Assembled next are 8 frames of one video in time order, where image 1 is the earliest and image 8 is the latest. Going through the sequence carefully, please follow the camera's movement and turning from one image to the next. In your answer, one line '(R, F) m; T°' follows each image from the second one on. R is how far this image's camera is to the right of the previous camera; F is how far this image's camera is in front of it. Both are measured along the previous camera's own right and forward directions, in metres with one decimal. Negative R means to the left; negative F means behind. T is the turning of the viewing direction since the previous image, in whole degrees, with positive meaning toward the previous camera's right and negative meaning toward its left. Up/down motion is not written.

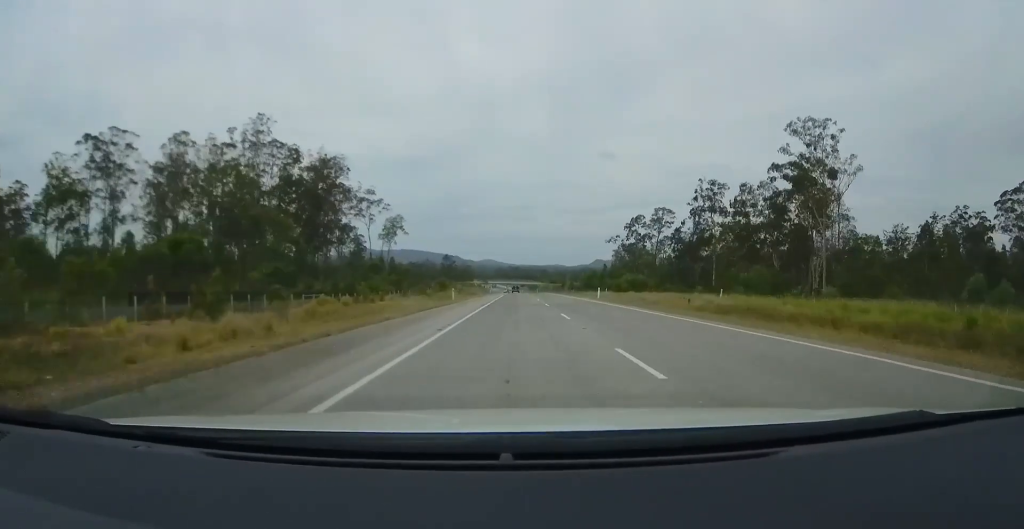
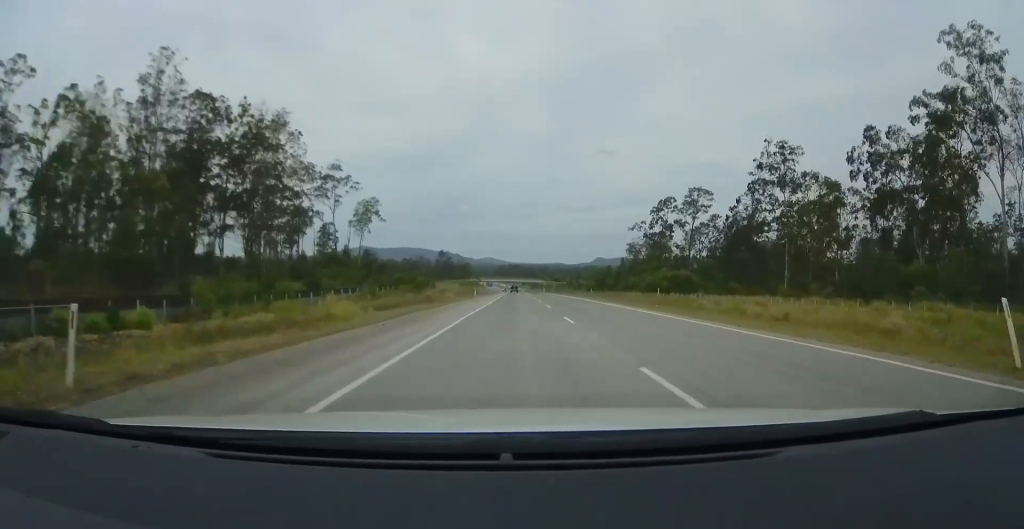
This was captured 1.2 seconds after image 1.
(+0.2, +37.6) m; -1°
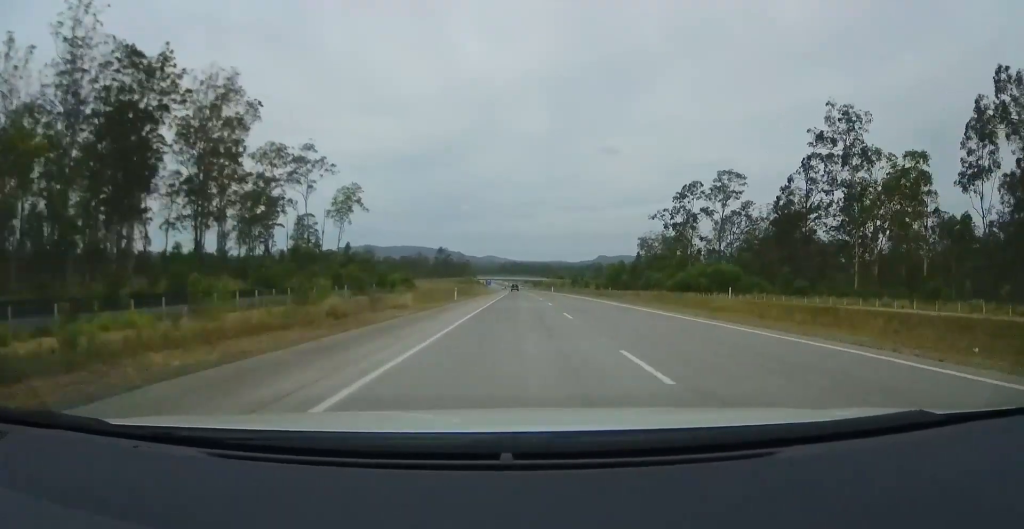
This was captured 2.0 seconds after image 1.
(-0.5, +23.0) m; -1°
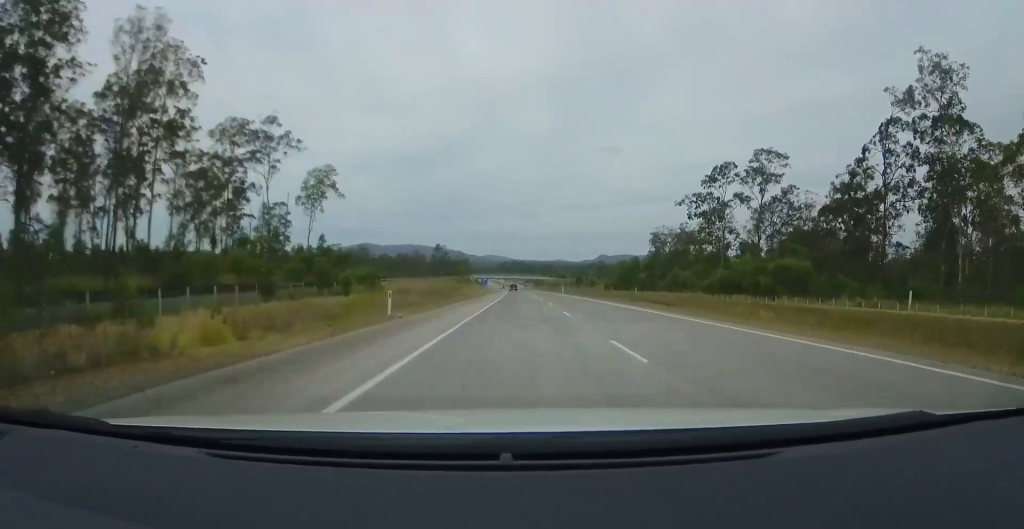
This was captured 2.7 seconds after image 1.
(-0.3, +21.8) m; 0°
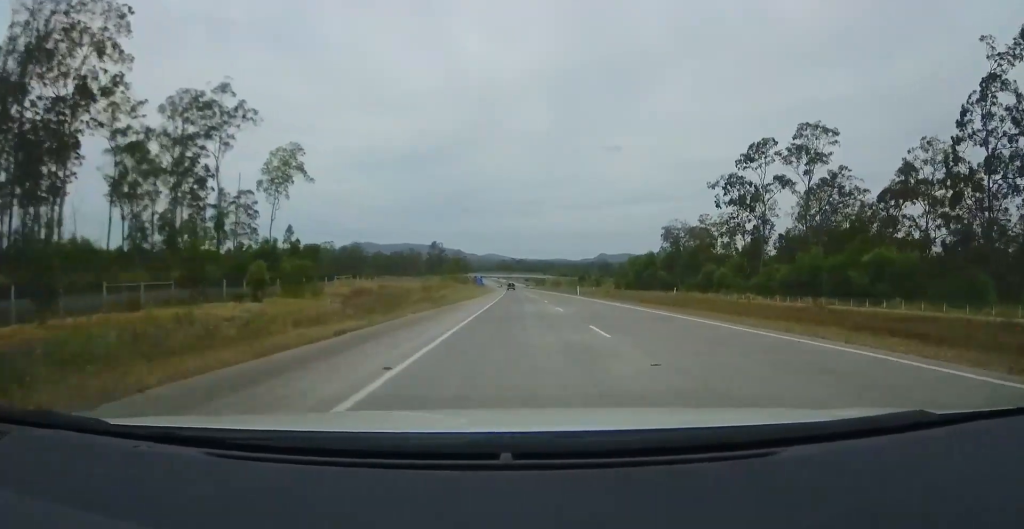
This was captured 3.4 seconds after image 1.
(+0.3, +20.6) m; +1°
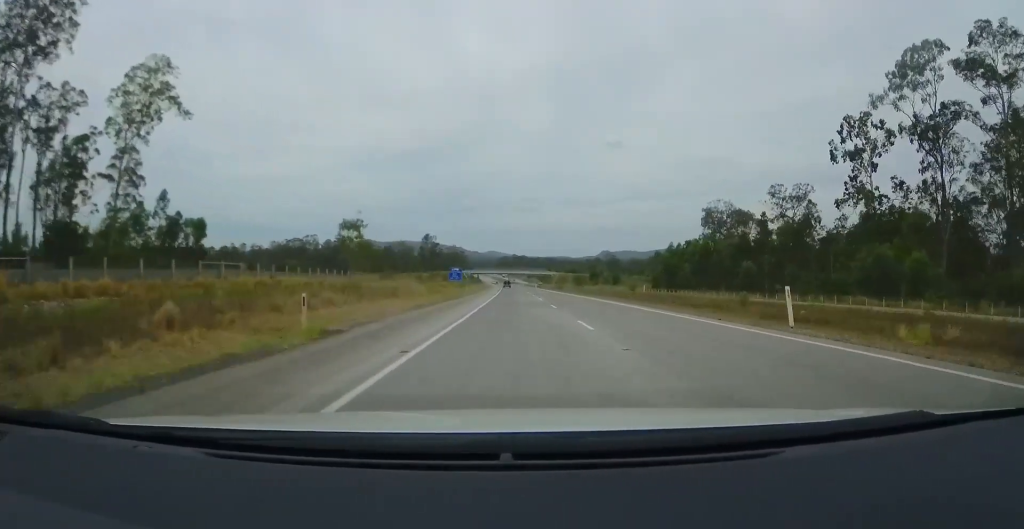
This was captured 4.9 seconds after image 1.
(+0.6, +46.0) m; +1°
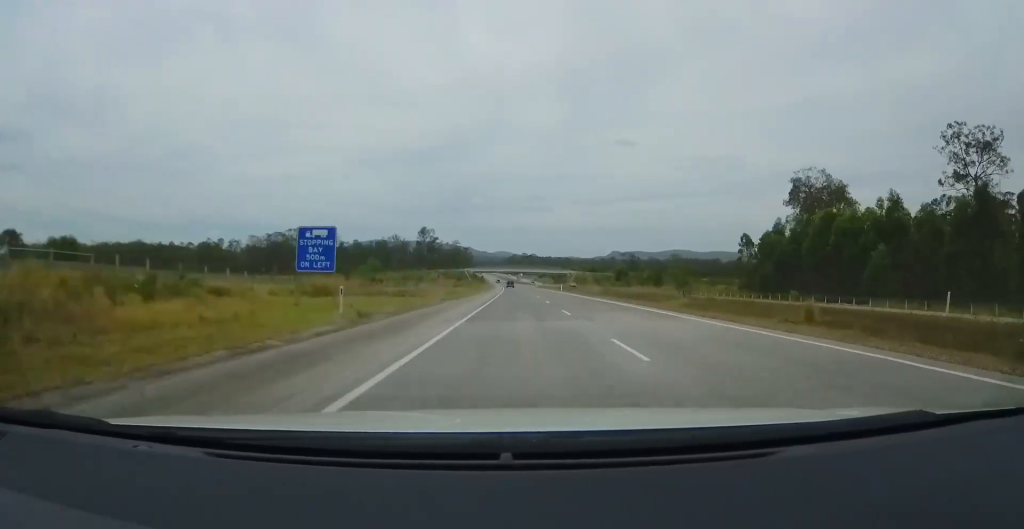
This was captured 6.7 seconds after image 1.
(-0.4, +53.2) m; -1°
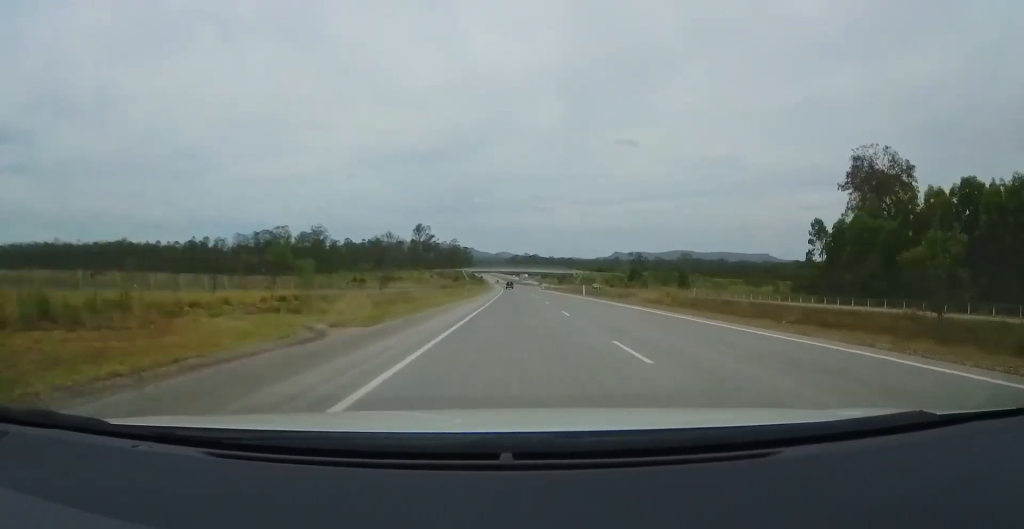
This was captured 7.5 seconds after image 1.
(0.0, +24.3) m; -1°
